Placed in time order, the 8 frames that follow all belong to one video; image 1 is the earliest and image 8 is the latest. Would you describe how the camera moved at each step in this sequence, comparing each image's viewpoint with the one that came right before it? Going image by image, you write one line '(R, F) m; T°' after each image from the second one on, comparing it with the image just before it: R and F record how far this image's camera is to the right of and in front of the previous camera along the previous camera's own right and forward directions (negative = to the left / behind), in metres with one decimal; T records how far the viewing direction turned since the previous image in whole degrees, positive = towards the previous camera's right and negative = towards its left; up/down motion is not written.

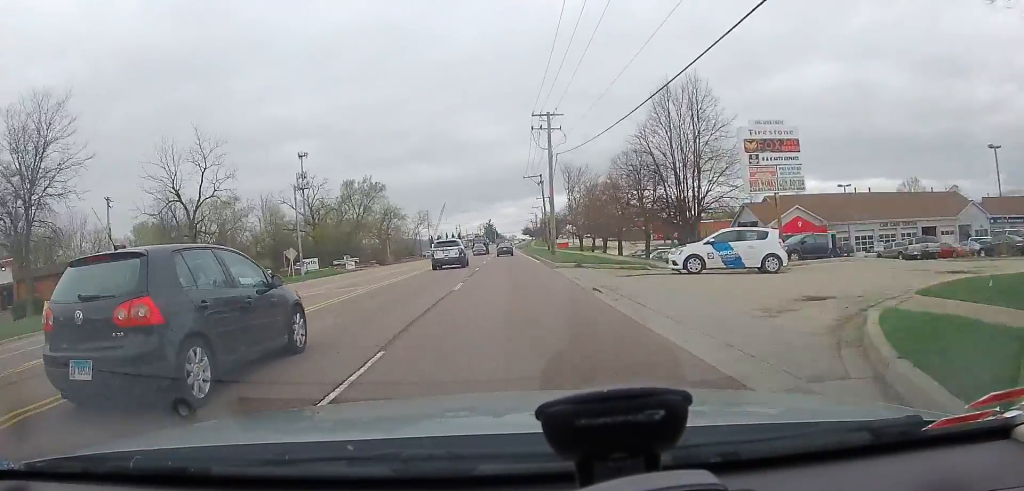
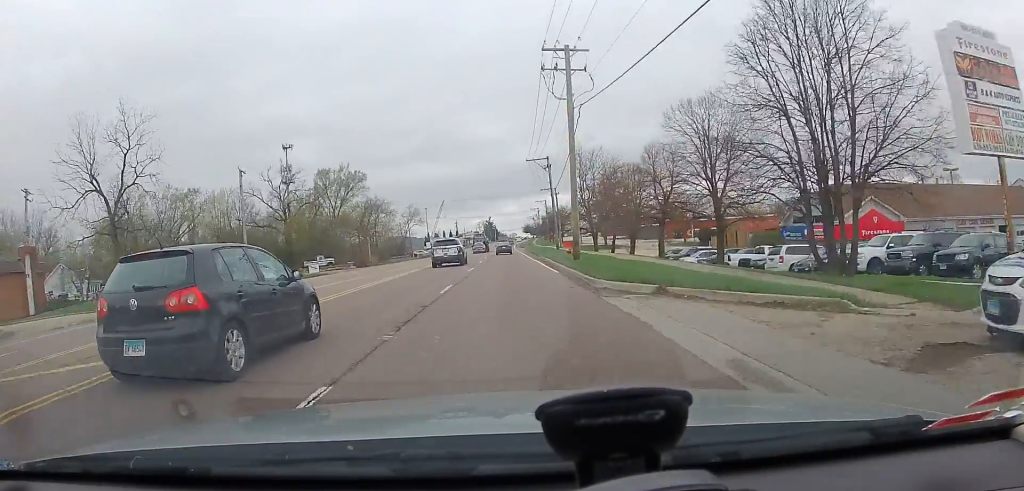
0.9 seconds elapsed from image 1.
(-0.1, +13.8) m; -1°
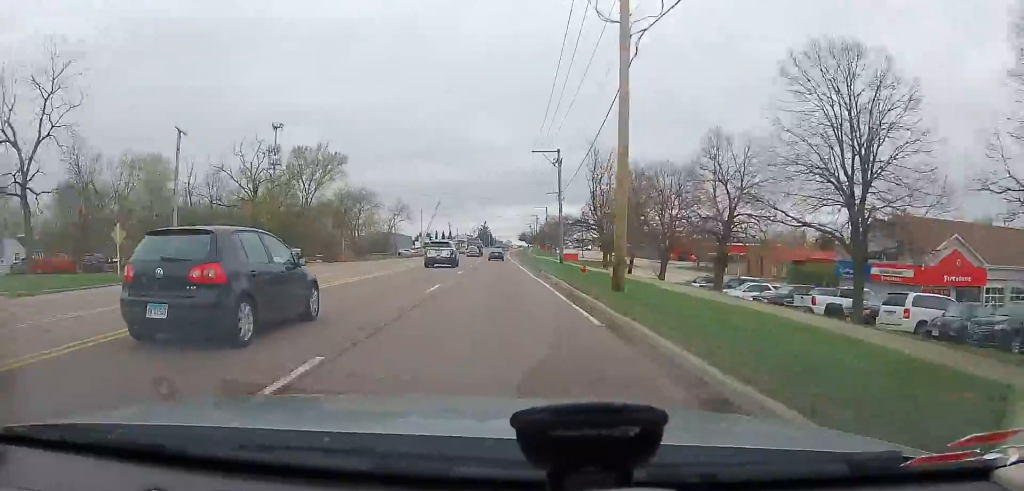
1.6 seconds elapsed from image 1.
(-0.3, +11.1) m; 0°
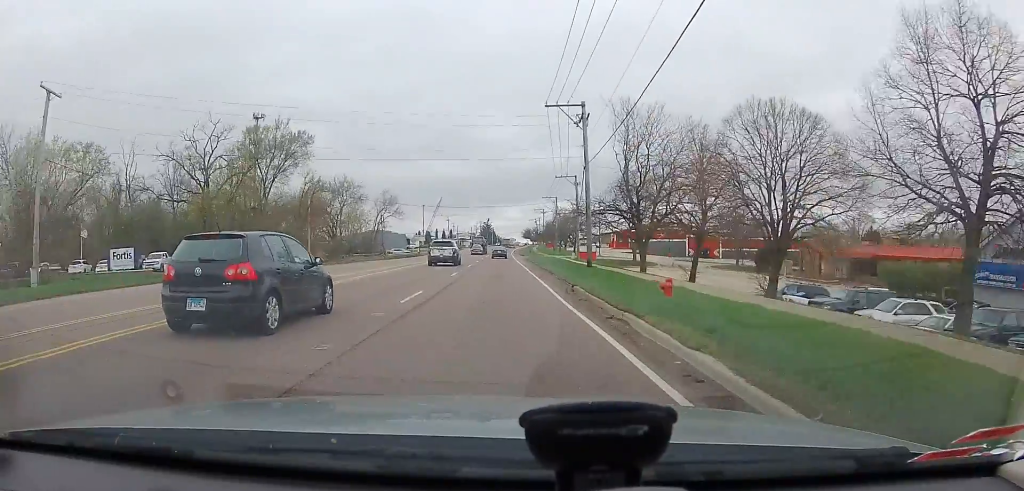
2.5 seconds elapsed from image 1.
(+0.4, +14.9) m; +2°
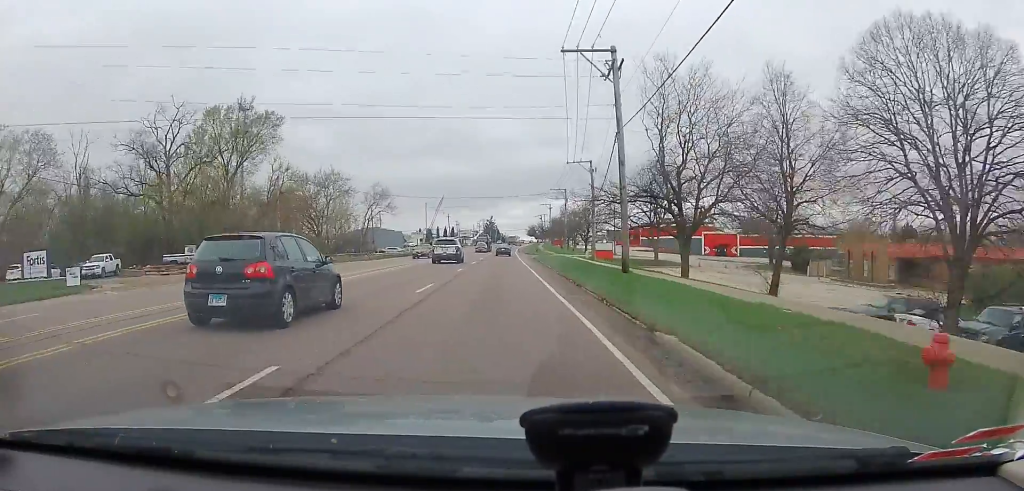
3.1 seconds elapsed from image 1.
(0.0, +9.6) m; 0°
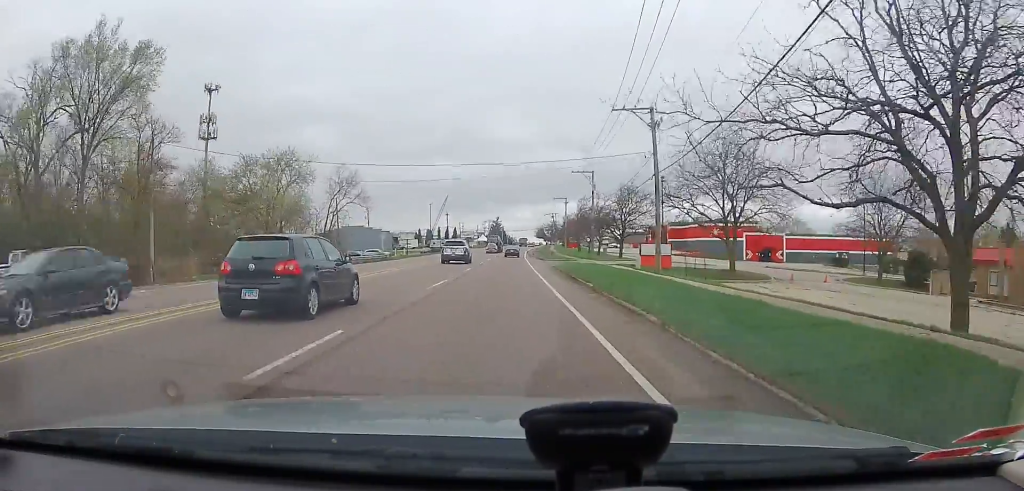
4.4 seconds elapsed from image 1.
(0.0, +21.8) m; +1°
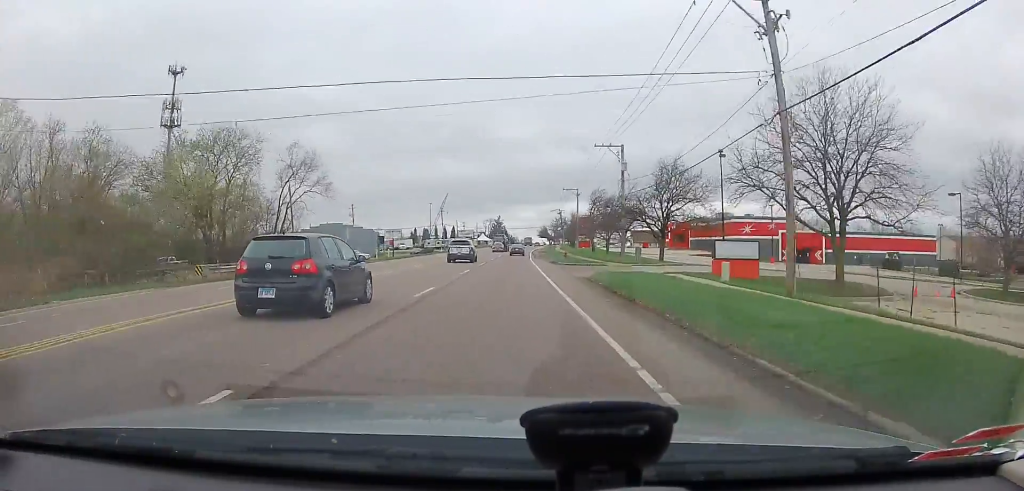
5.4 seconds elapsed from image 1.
(+0.2, +15.8) m; 0°
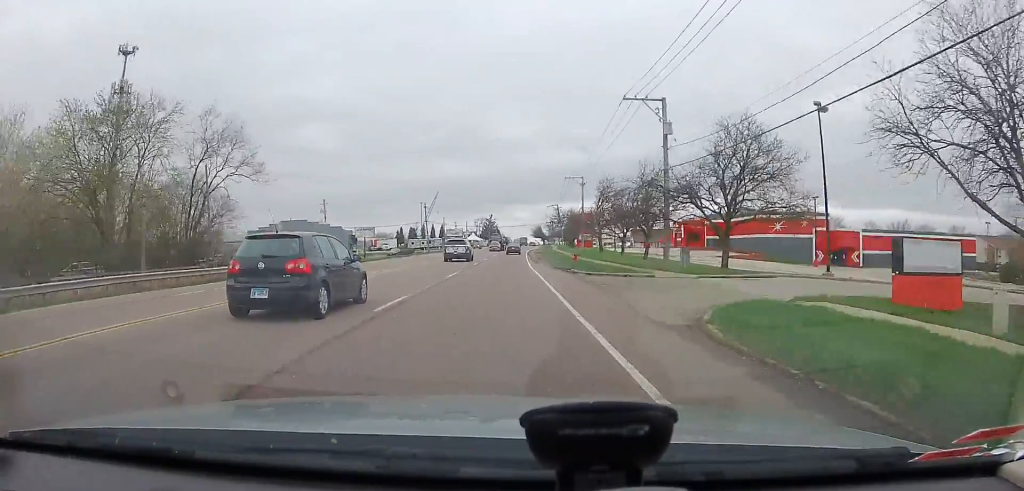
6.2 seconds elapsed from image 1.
(-0.1, +15.1) m; 0°
